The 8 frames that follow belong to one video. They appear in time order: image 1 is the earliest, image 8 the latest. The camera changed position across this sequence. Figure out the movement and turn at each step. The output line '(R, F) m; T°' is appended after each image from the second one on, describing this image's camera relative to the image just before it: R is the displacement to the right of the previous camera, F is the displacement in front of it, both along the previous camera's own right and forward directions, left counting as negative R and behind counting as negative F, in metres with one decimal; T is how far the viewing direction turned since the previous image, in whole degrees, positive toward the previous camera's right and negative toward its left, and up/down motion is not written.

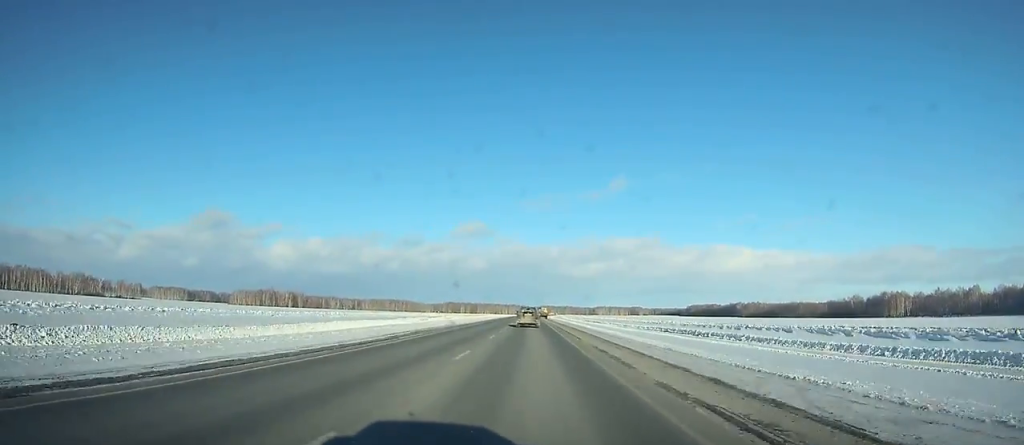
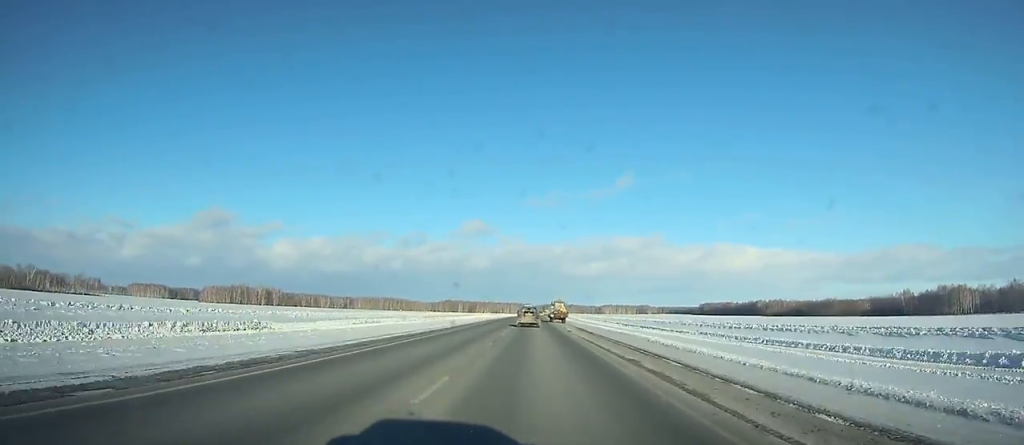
(-1.0, +79.9) m; -1°
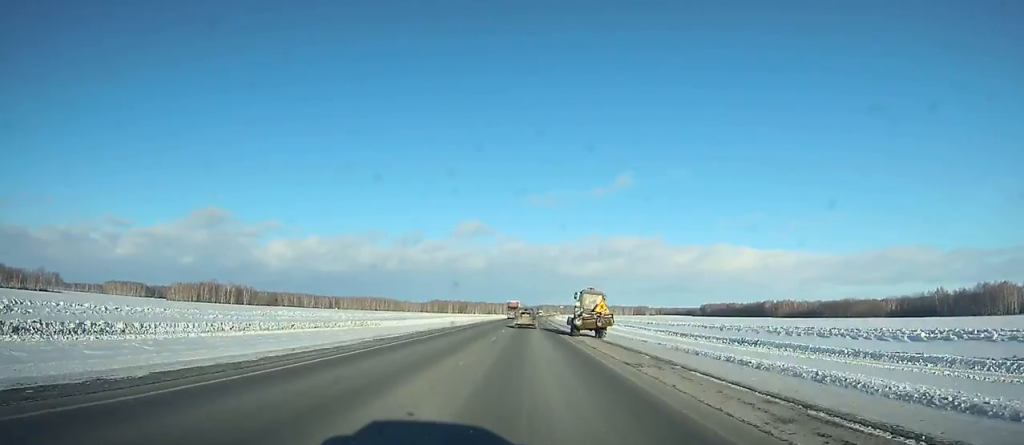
(-0.3, +55.0) m; 0°
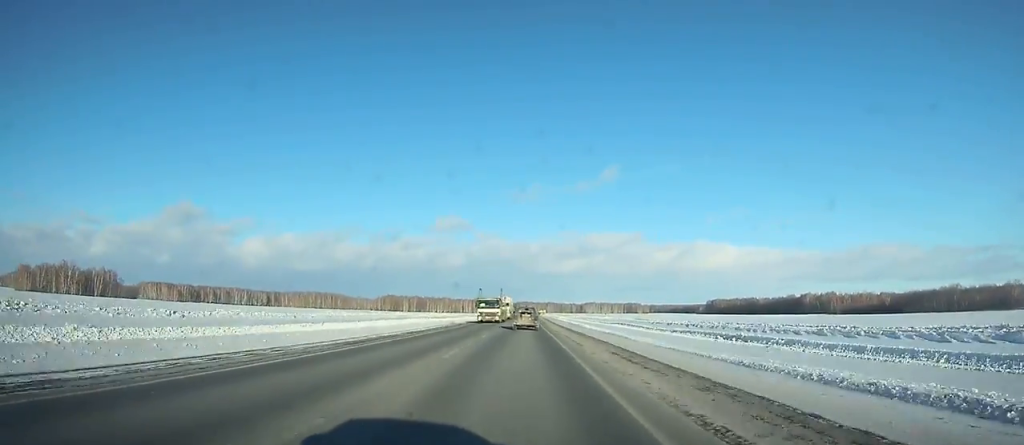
(+2.5, +189.3) m; +2°
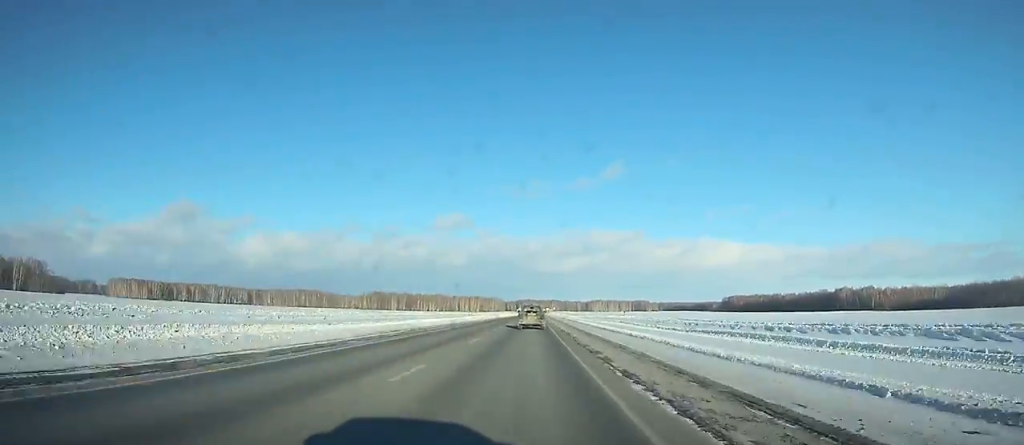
(+0.6, +76.9) m; +1°
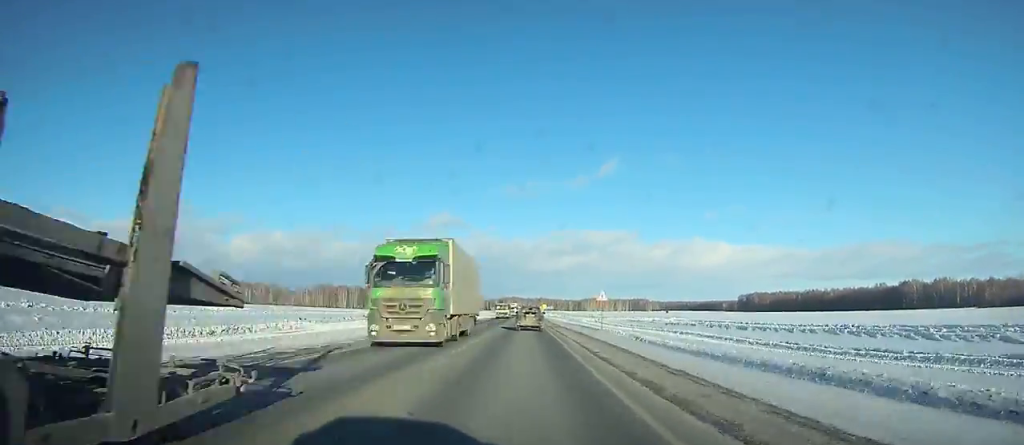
(+1.2, +143.1) m; +1°
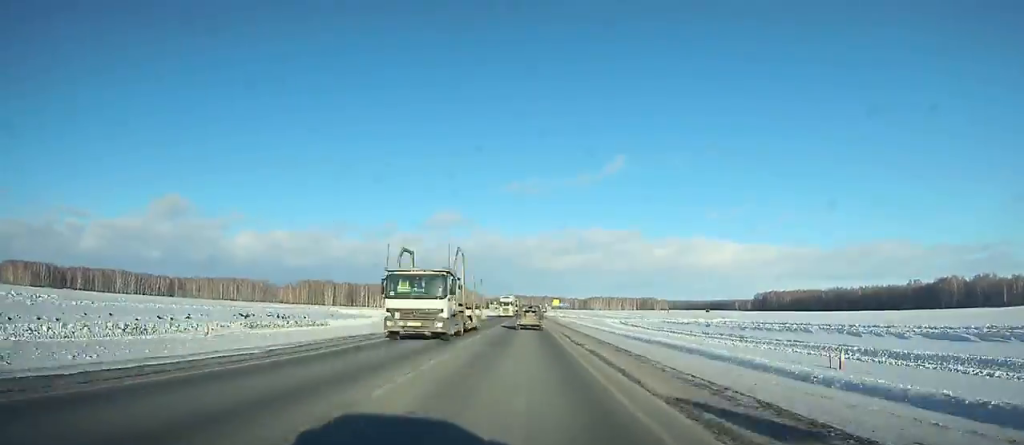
(+0.1, +46.4) m; 0°
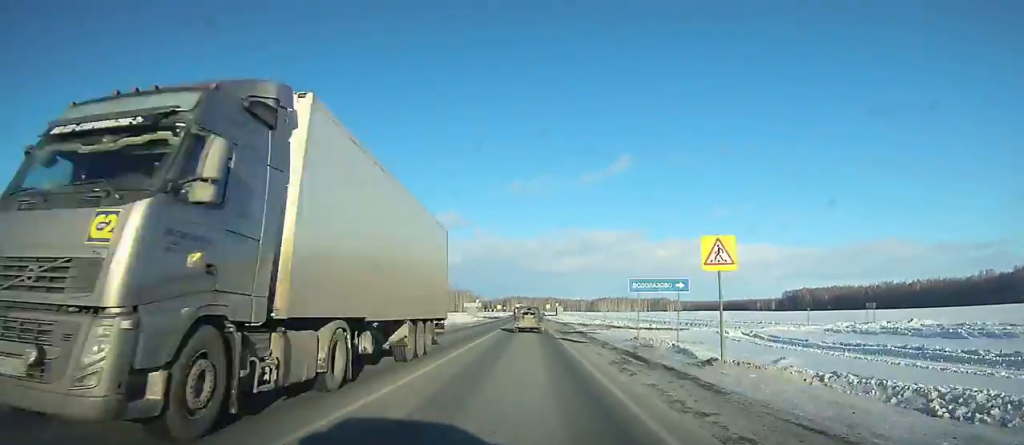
(-0.1, +86.6) m; 0°
